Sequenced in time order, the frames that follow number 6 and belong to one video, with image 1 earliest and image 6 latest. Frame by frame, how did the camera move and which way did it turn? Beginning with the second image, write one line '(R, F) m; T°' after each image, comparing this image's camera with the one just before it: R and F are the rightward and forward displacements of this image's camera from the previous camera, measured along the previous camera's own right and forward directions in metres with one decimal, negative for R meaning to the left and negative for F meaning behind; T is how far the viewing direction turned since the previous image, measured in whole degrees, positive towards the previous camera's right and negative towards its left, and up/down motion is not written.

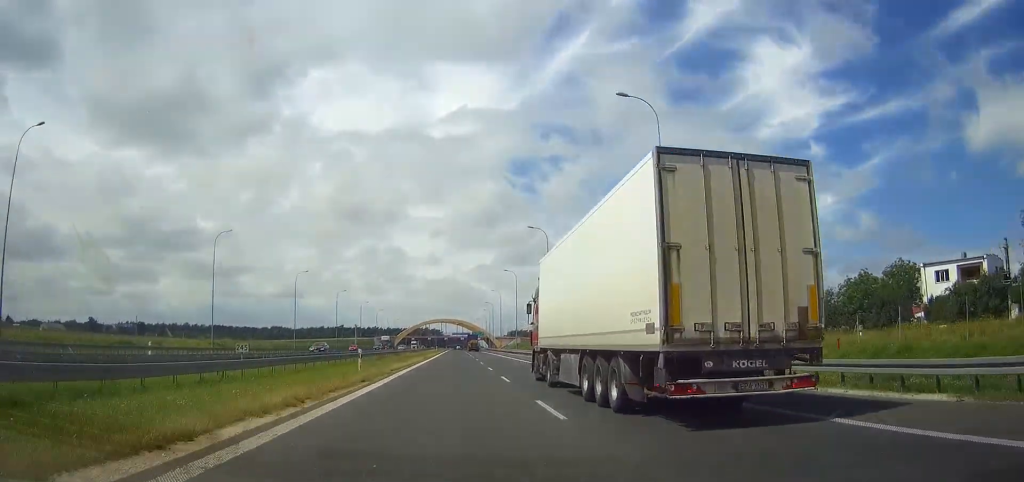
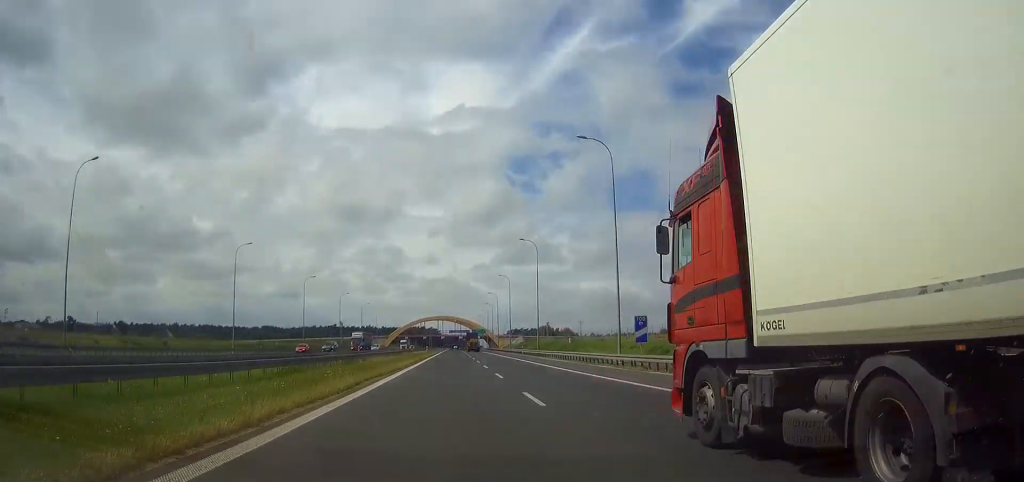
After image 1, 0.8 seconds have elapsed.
(0.0, +33.1) m; 0°
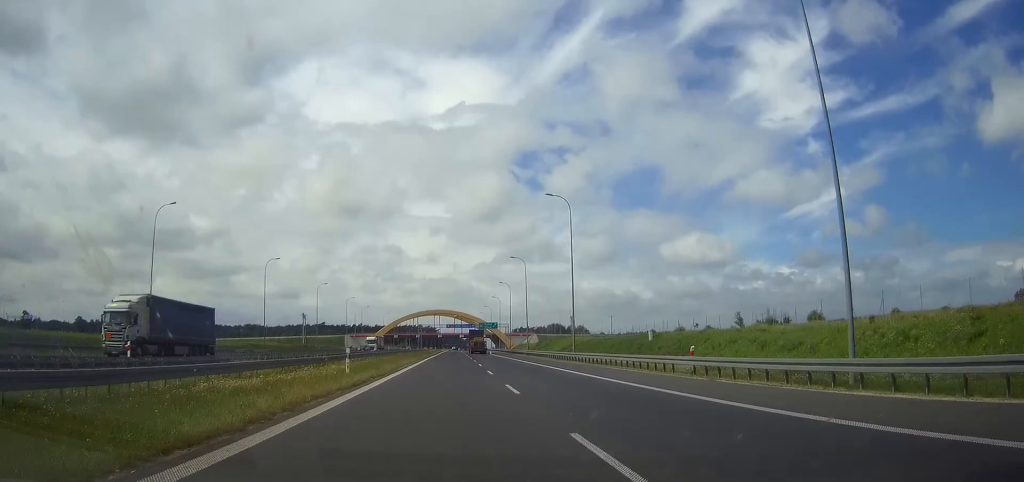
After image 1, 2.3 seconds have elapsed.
(+0.1, +67.7) m; 0°
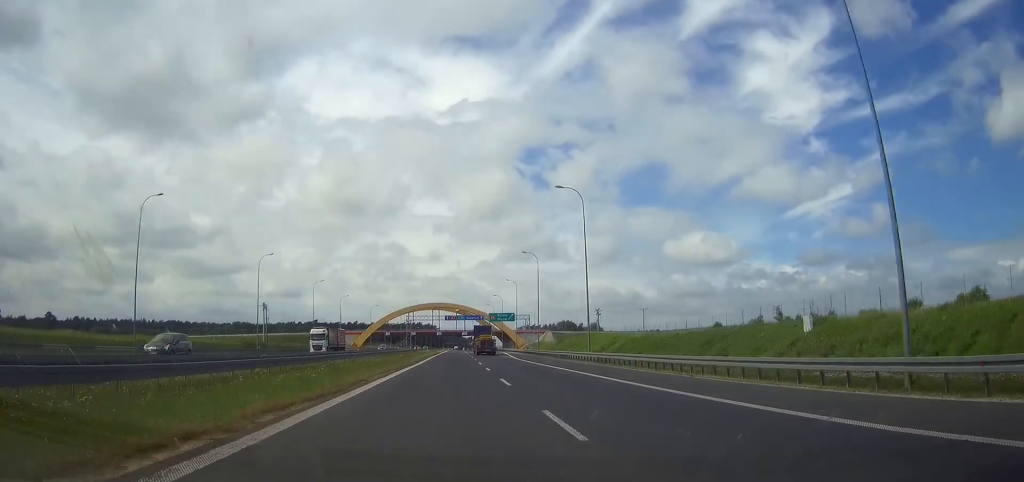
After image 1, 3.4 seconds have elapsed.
(0.0, +44.5) m; 0°
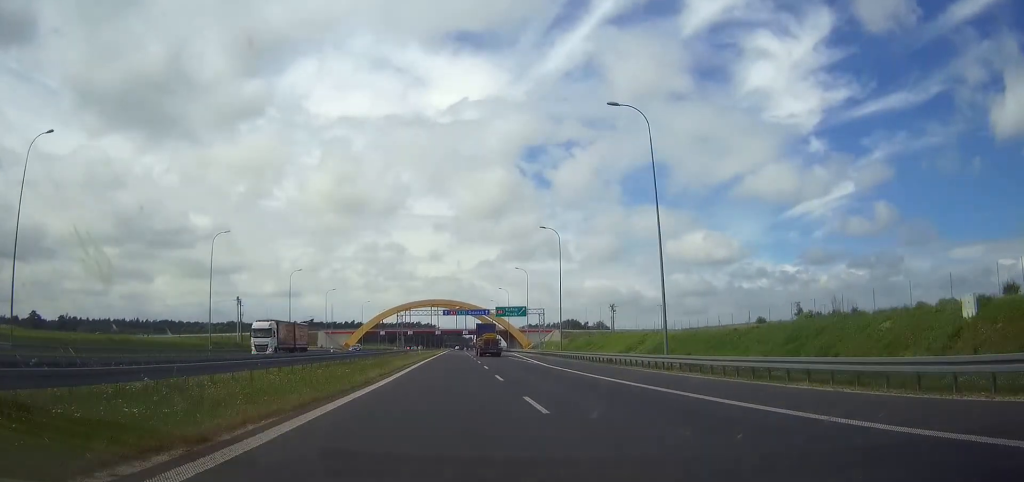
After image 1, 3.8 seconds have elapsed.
(0.0, +20.1) m; 0°
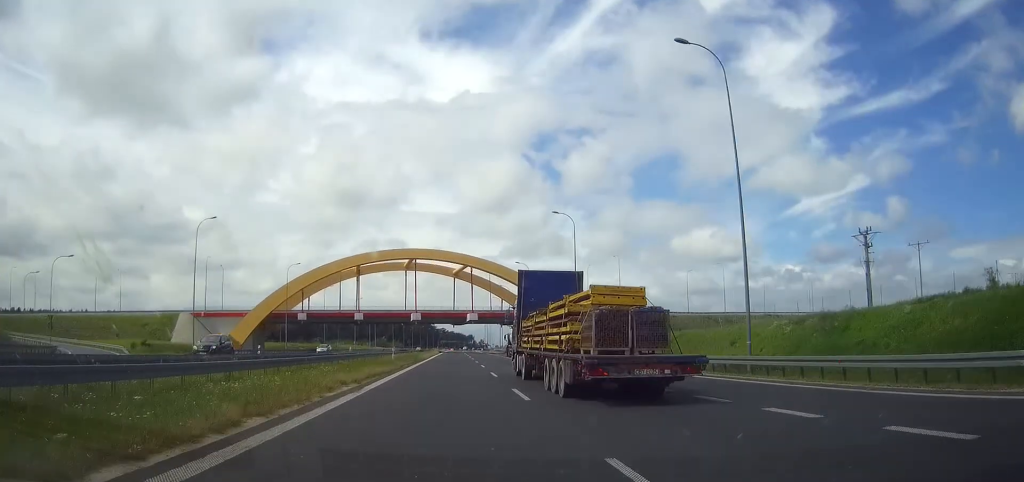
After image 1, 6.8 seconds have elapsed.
(+0.2, +127.8) m; 0°
